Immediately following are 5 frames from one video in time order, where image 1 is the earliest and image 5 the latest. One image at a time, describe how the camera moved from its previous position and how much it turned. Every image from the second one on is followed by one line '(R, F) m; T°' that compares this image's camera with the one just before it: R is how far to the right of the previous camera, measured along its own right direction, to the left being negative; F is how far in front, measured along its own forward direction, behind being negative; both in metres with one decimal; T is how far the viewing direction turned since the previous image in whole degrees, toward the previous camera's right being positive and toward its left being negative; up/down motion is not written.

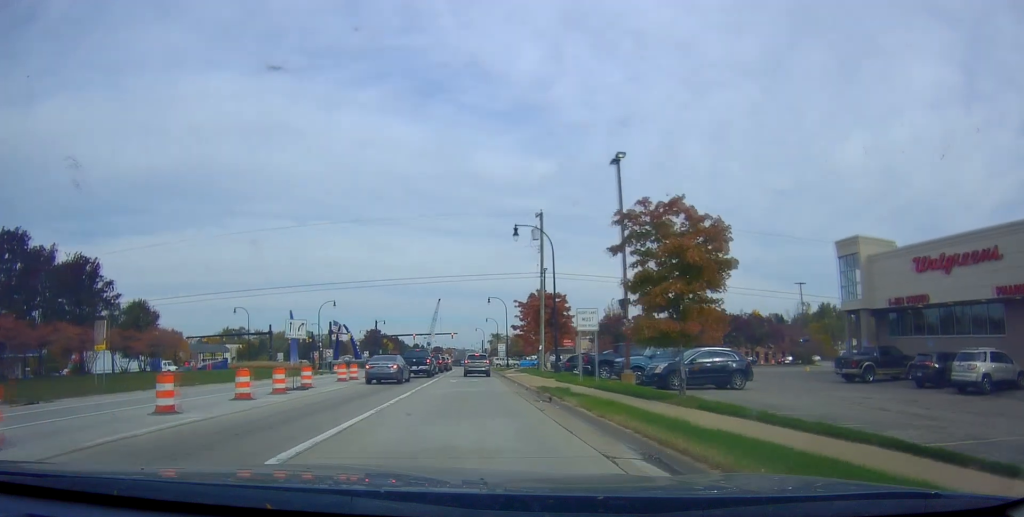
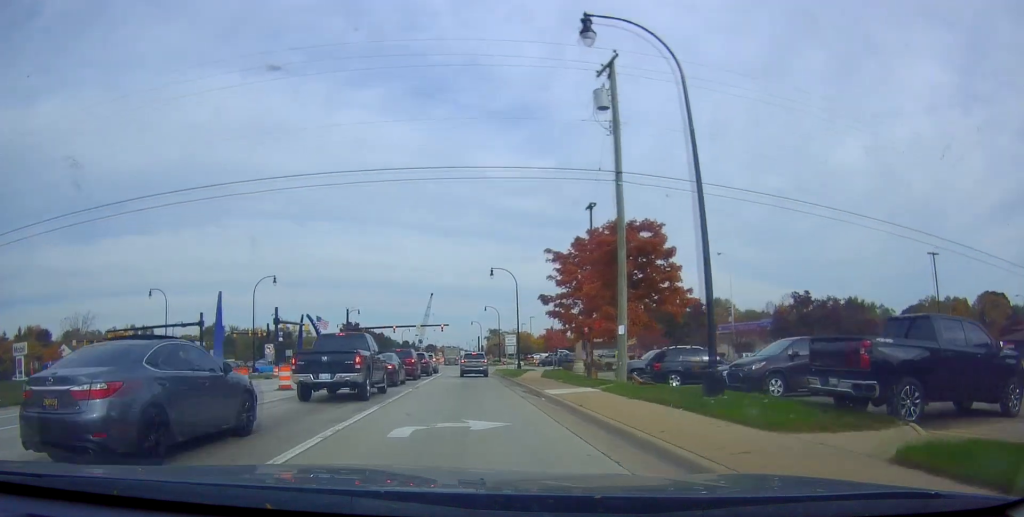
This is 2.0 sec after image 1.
(-1.0, +23.4) m; 0°
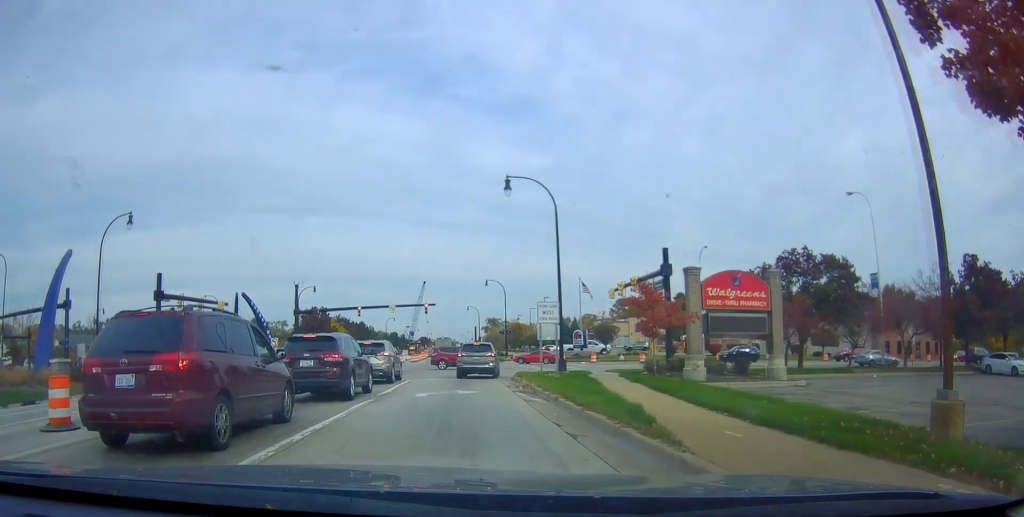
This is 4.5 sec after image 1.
(+0.1, +25.9) m; -3°
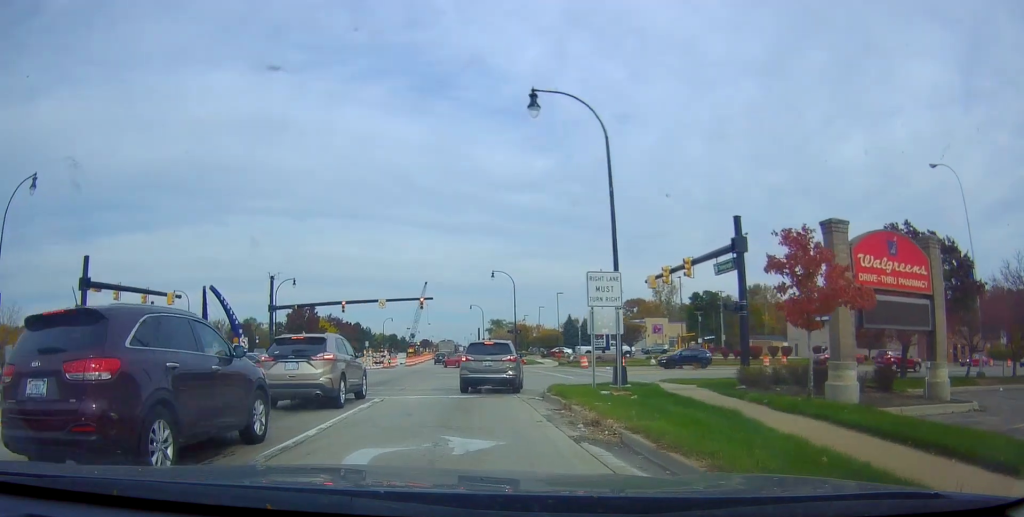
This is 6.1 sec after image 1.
(+0.7, +10.0) m; +6°
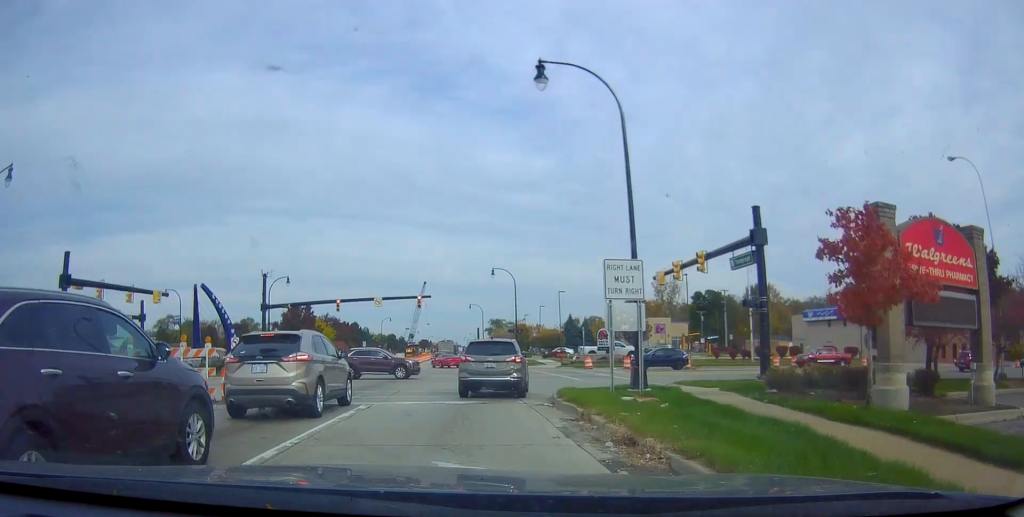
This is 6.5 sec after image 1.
(0.0, +2.1) m; 0°
